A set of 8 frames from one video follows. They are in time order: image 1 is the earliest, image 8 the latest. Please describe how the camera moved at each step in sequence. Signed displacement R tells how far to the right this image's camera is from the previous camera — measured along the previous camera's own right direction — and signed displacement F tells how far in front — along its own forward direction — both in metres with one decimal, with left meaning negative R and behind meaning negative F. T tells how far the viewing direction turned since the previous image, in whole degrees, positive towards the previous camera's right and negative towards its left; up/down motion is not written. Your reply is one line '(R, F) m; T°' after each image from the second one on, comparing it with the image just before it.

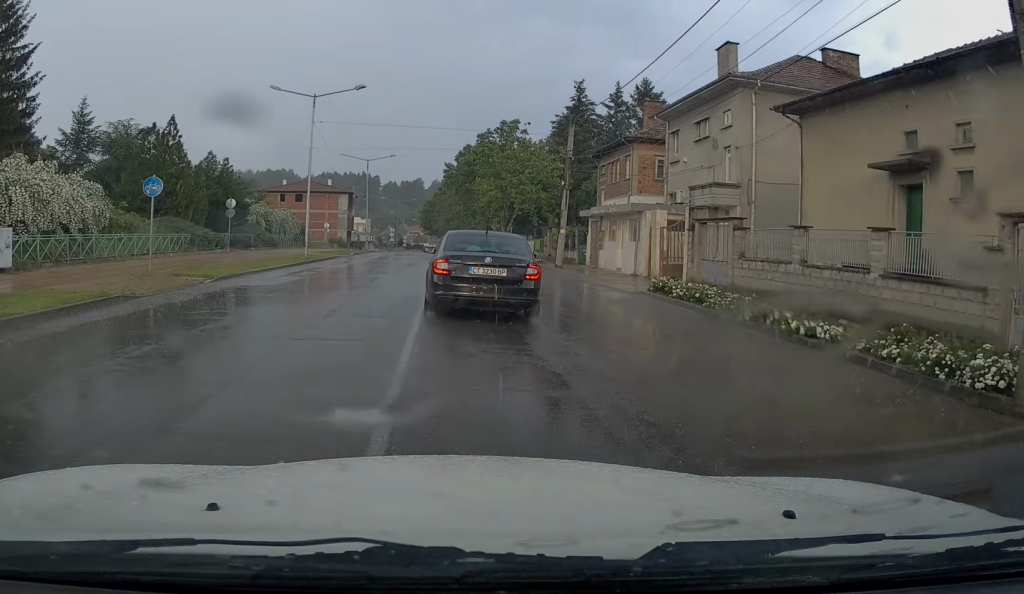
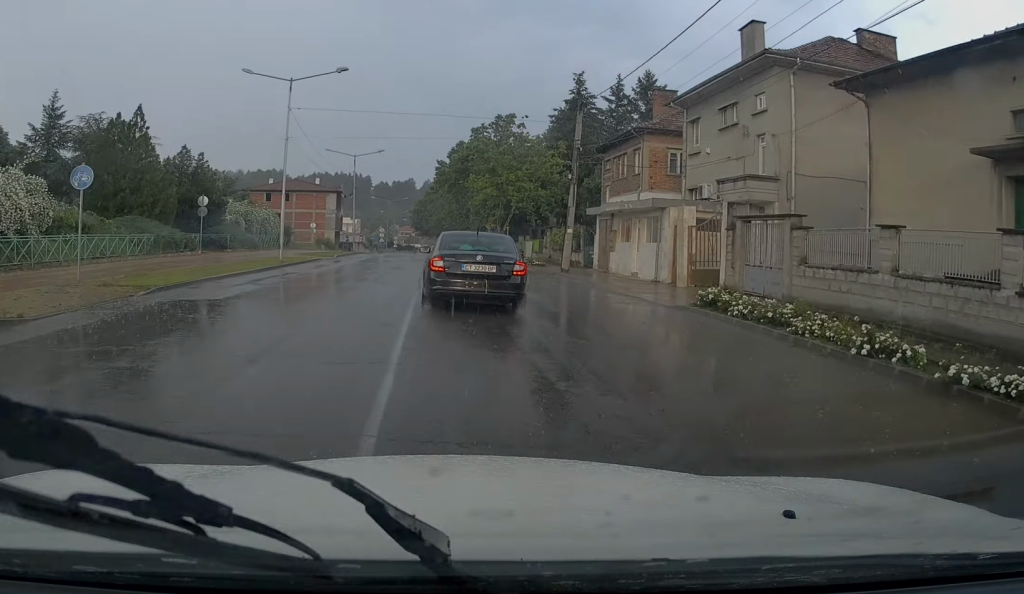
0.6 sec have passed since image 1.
(0.0, +3.9) m; -1°
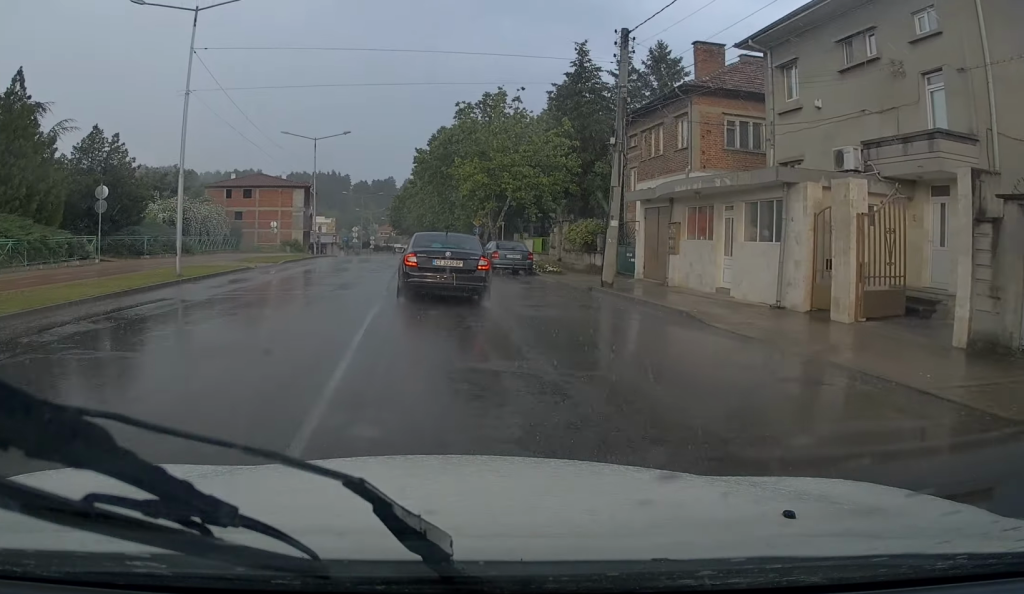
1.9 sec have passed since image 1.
(-0.1, +10.0) m; +1°
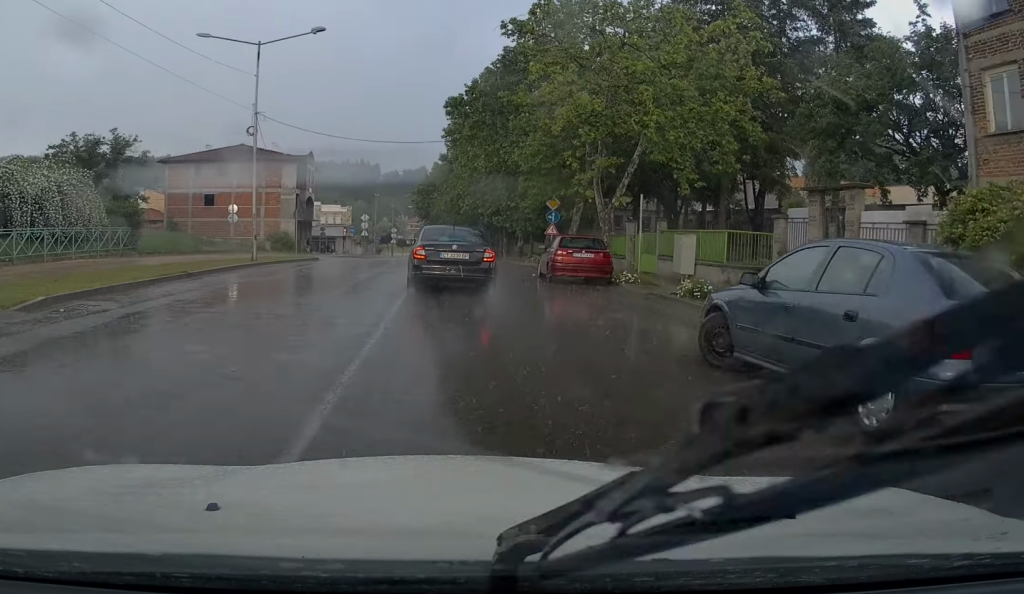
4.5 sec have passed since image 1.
(-0.3, +23.7) m; -2°
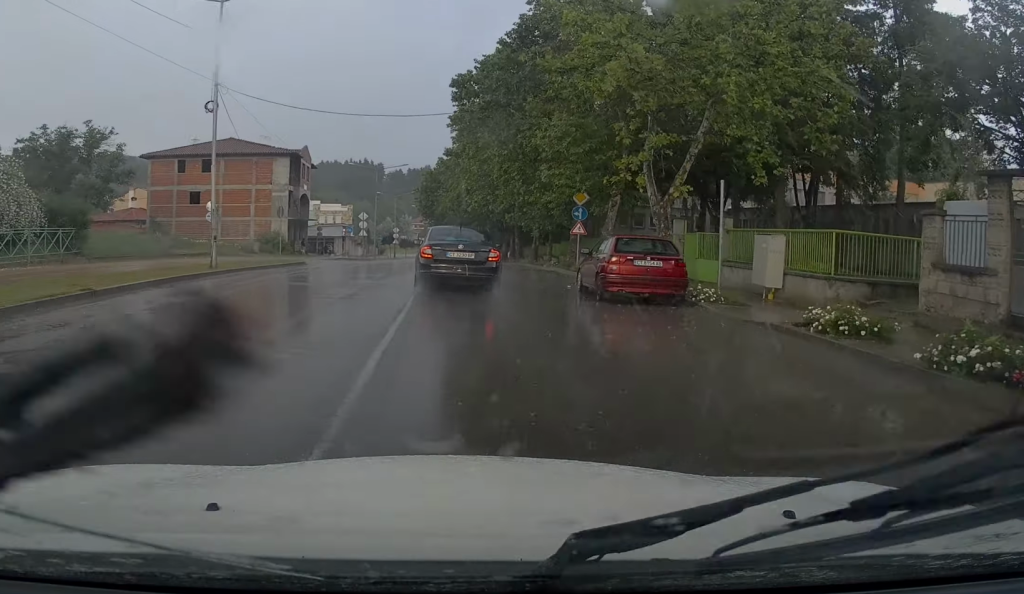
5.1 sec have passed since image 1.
(-0.1, +5.5) m; +1°
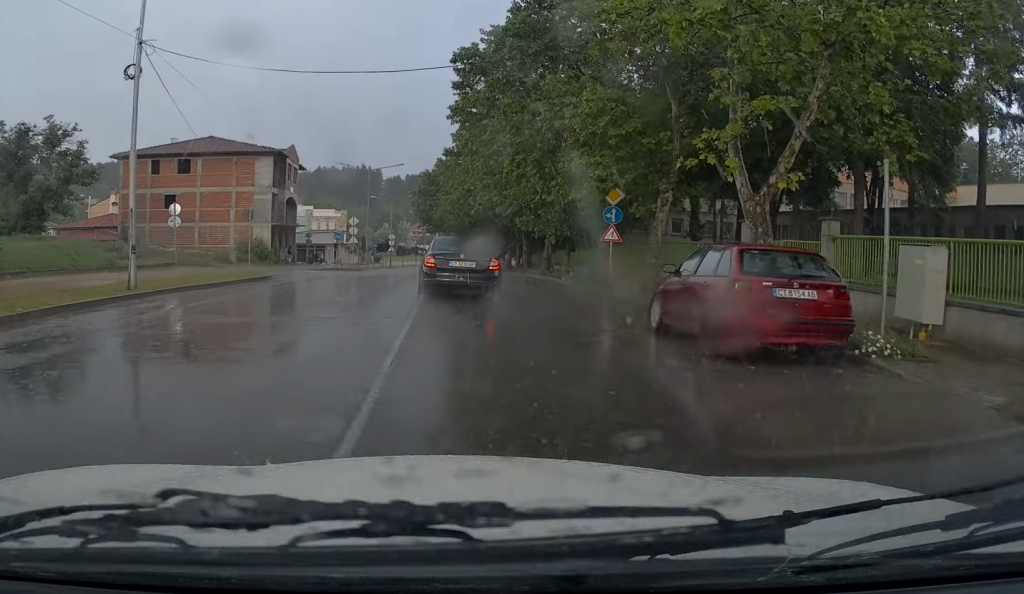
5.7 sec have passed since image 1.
(+0.2, +5.8) m; 0°
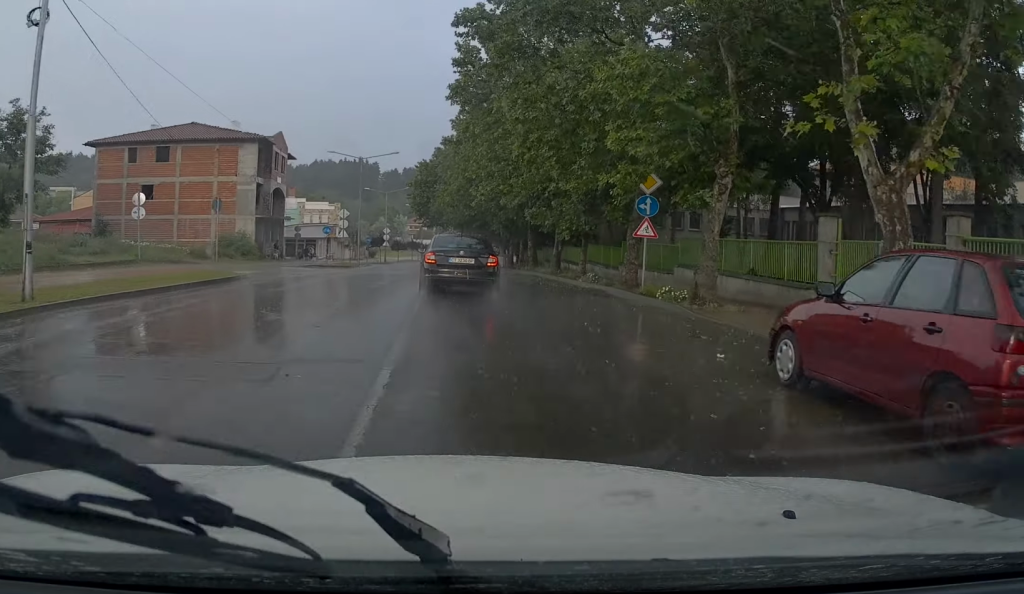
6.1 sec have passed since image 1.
(+0.2, +4.2) m; 0°
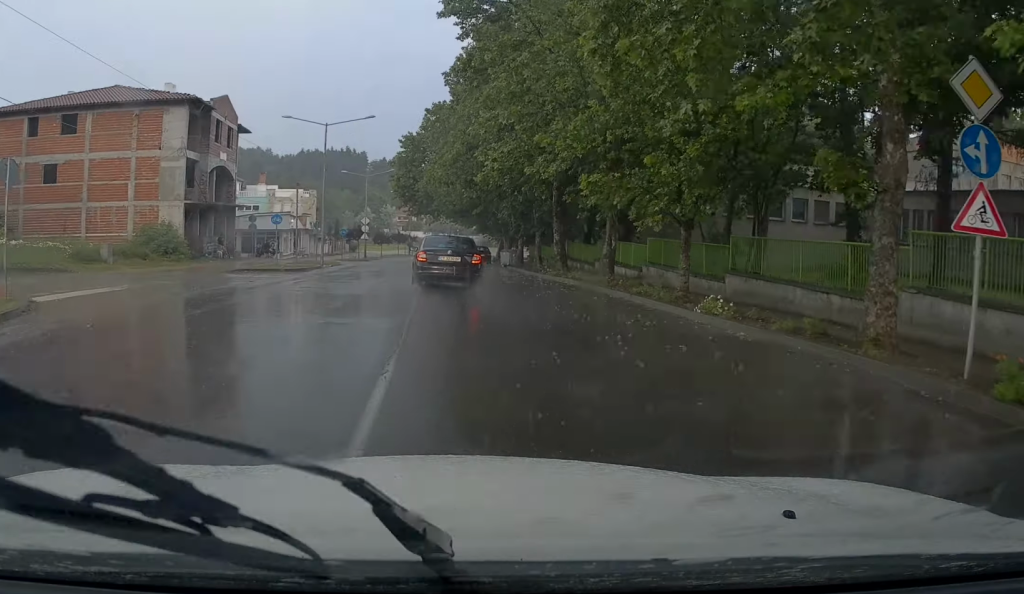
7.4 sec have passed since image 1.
(-0.6, +13.2) m; -2°
